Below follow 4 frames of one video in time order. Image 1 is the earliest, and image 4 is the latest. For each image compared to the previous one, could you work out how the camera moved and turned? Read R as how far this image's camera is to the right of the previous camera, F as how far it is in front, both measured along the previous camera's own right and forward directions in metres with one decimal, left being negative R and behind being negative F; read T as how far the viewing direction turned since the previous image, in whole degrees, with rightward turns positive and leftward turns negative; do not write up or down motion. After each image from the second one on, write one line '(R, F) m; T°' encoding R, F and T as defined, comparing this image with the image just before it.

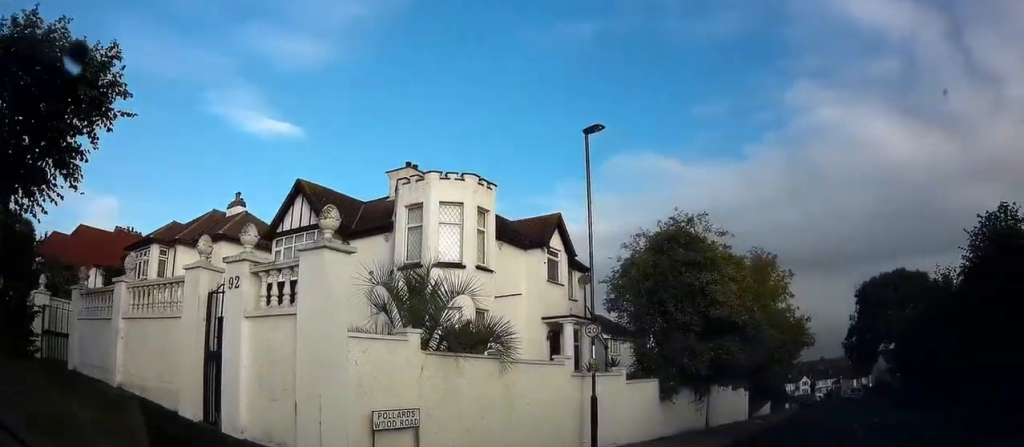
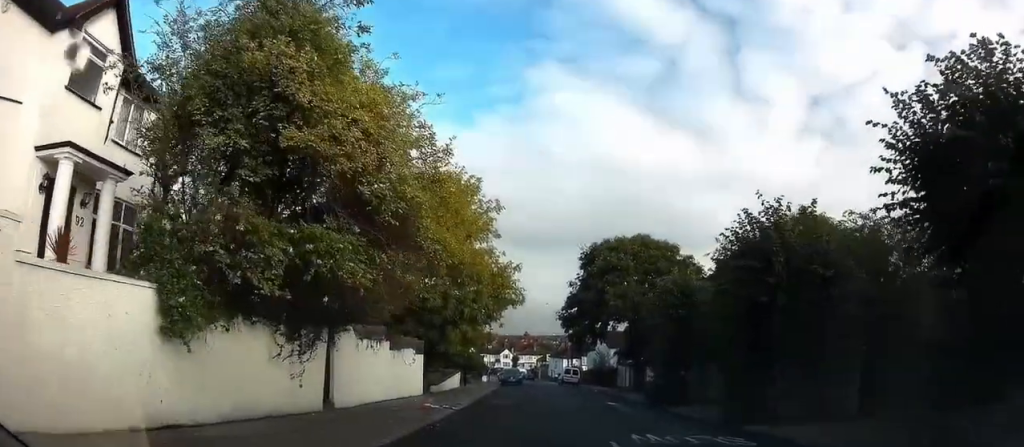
(+3.4, +10.0) m; +22°
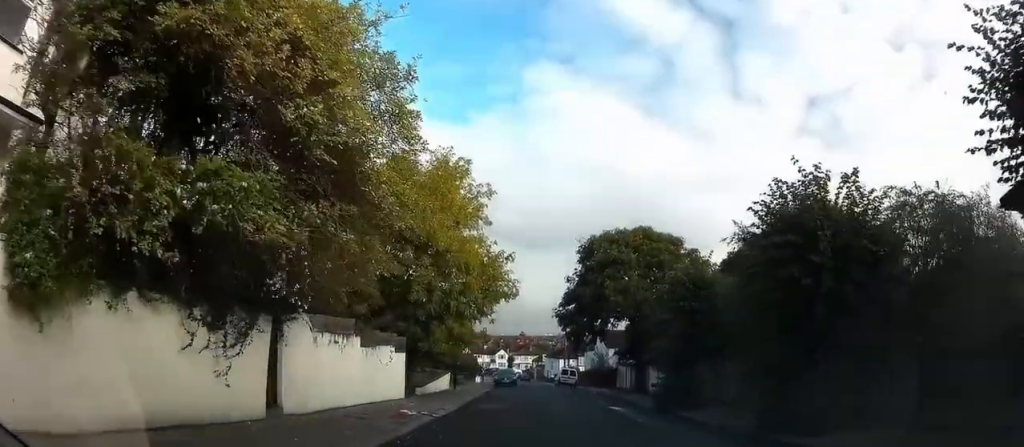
(0.0, +2.6) m; -1°
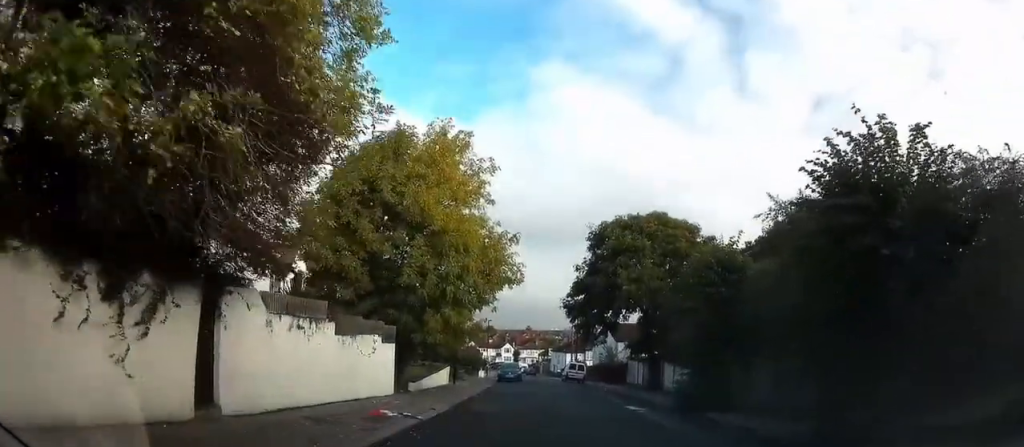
(0.0, +2.6) m; 0°
